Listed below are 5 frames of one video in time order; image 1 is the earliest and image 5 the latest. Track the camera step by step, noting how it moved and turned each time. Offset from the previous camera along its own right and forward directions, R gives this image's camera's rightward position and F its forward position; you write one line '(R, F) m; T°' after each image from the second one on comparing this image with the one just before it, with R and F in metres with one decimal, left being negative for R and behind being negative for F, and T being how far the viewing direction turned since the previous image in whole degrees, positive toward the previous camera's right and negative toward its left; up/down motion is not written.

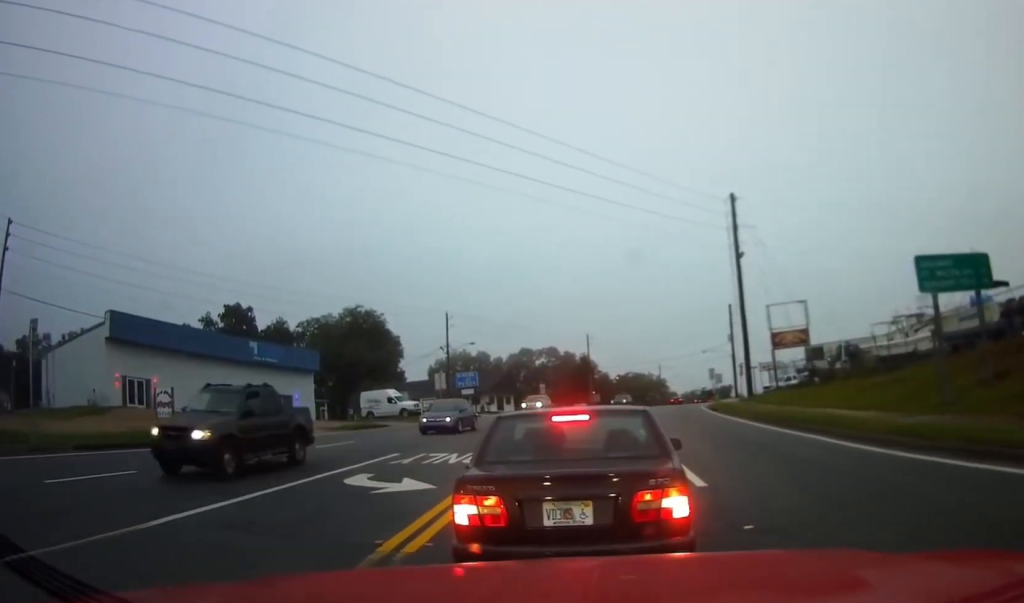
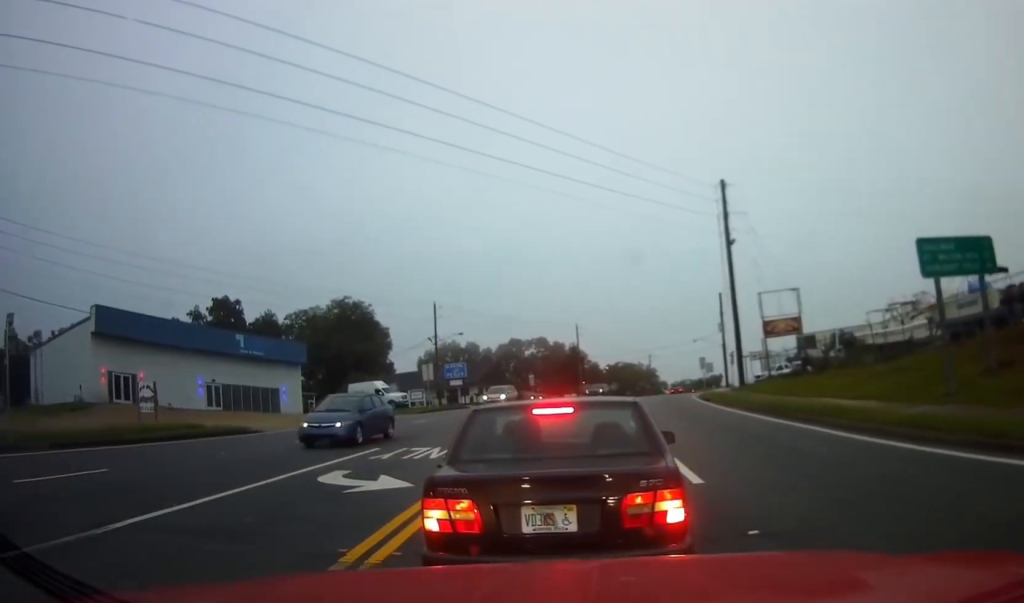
(0.0, +1.6) m; -2°
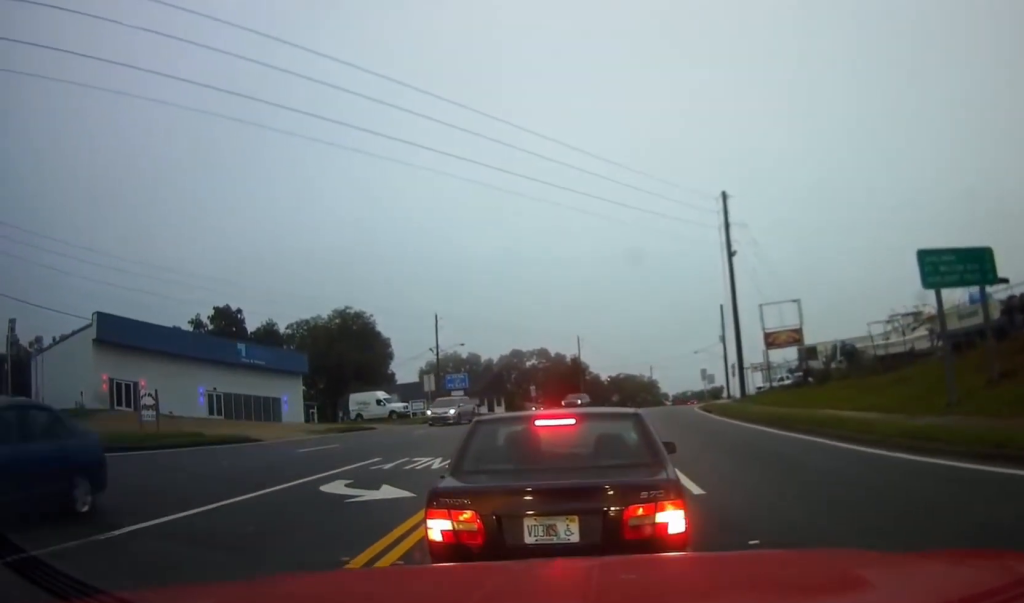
(0.0, +0.2) m; 0°
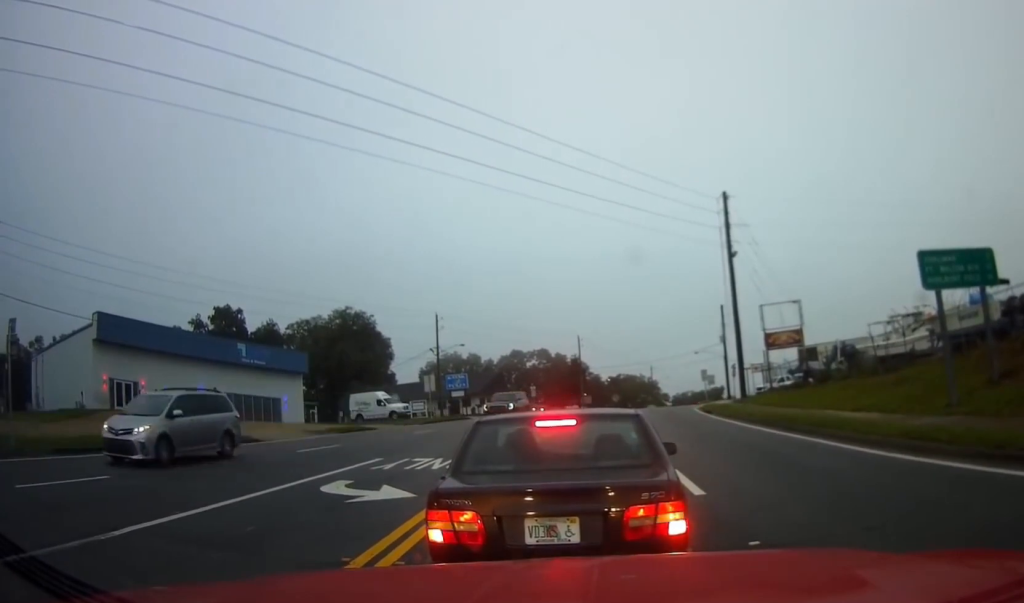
(0.0, -0.1) m; 0°
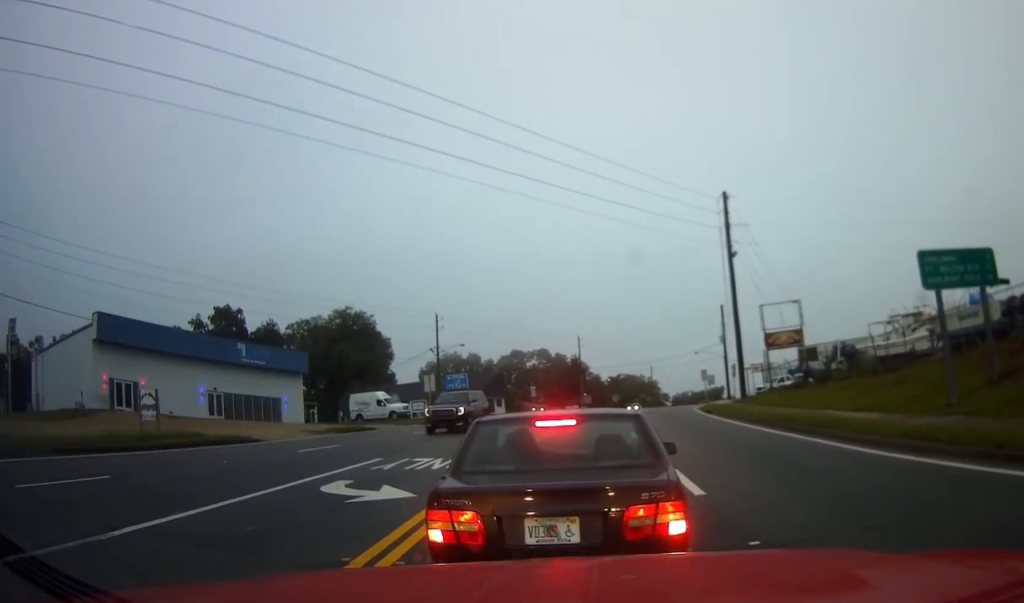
(+0.1, -0.1) m; 0°
